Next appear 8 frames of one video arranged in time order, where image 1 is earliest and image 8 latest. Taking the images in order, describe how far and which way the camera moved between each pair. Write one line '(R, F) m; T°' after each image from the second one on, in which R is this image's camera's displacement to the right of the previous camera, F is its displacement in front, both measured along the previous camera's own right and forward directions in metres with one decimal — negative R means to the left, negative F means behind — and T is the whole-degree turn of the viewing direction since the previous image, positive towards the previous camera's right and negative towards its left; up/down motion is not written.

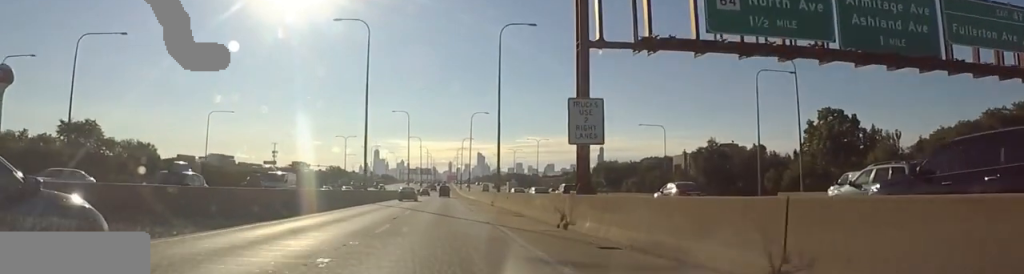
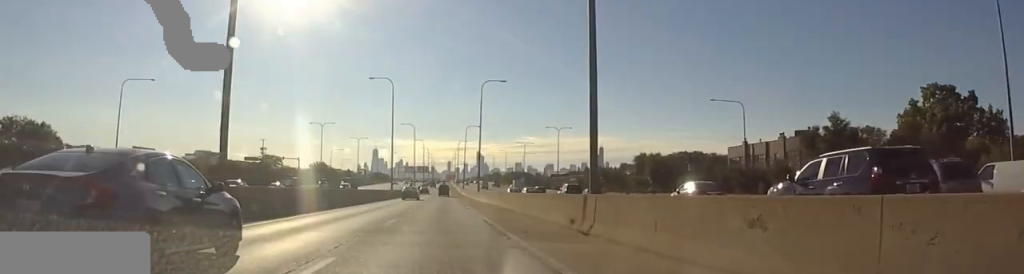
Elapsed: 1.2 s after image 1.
(+0.6, +34.8) m; 0°
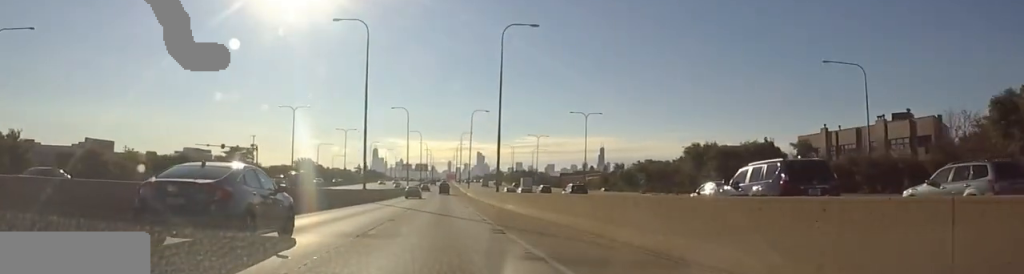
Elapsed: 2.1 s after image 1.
(-0.3, +27.5) m; -1°
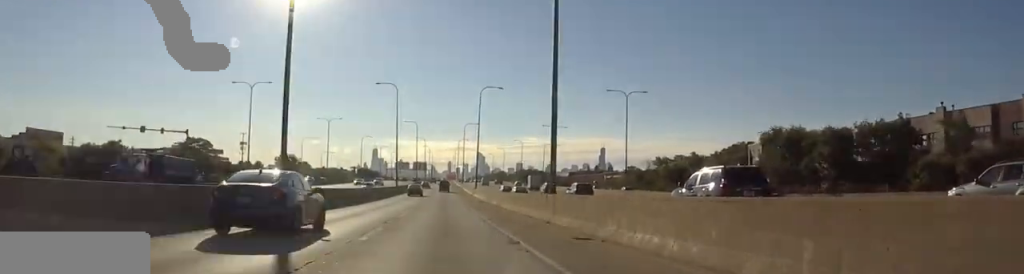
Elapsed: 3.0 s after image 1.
(-0.1, +25.5) m; 0°
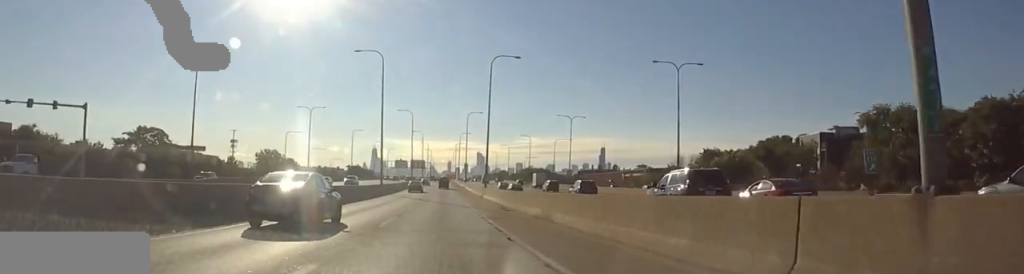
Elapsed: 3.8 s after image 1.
(0.0, +20.1) m; 0°
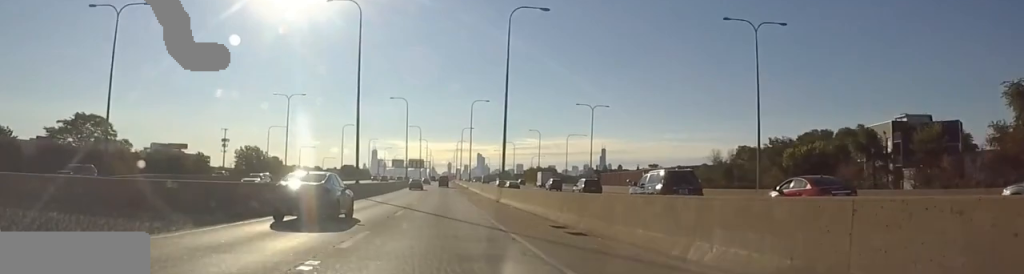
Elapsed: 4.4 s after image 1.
(+0.2, +18.6) m; 0°
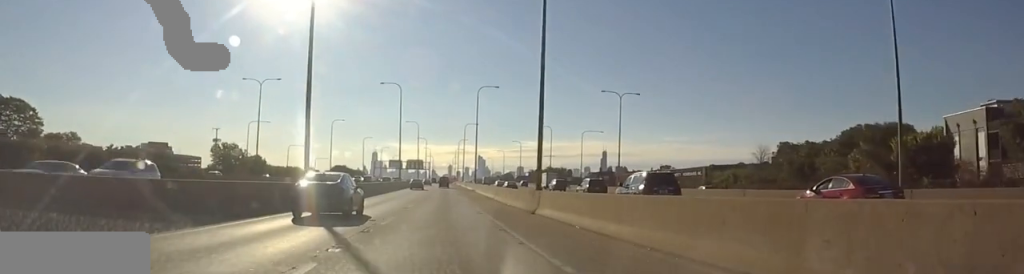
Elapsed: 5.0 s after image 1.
(-0.1, +17.5) m; 0°
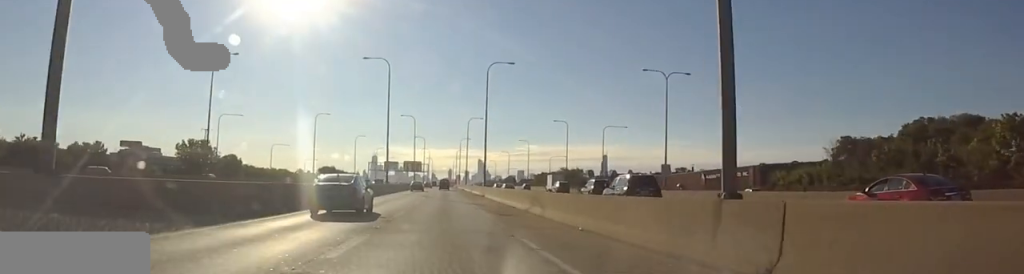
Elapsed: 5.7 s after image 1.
(-0.1, +20.0) m; 0°
